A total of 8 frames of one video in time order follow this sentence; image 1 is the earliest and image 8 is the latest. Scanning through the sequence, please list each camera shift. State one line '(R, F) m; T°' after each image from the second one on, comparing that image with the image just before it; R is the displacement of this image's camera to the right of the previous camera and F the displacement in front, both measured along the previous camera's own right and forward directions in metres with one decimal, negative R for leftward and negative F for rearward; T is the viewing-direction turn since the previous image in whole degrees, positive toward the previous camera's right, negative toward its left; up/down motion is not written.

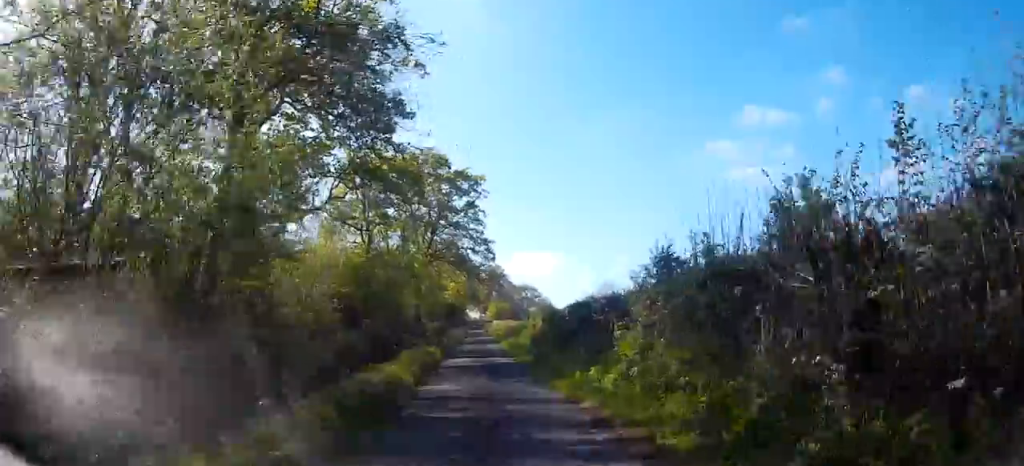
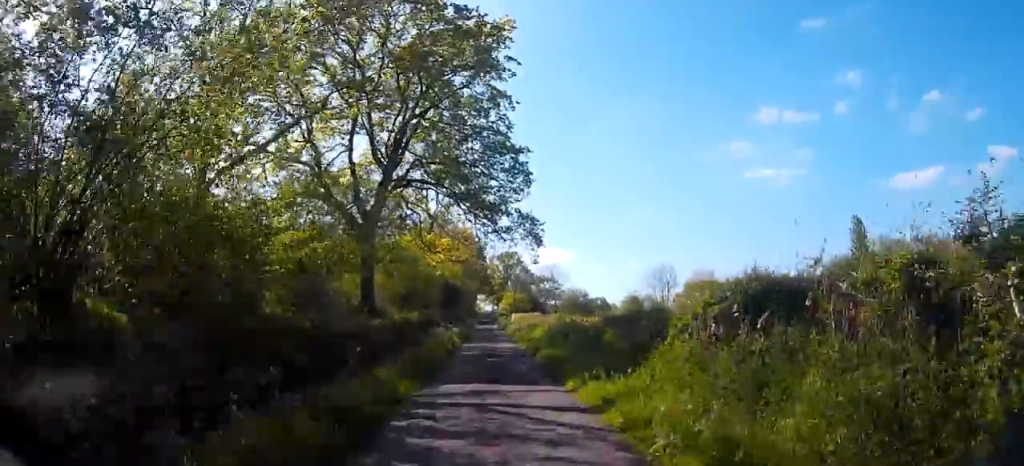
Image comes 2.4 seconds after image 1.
(+0.8, +28.5) m; +3°
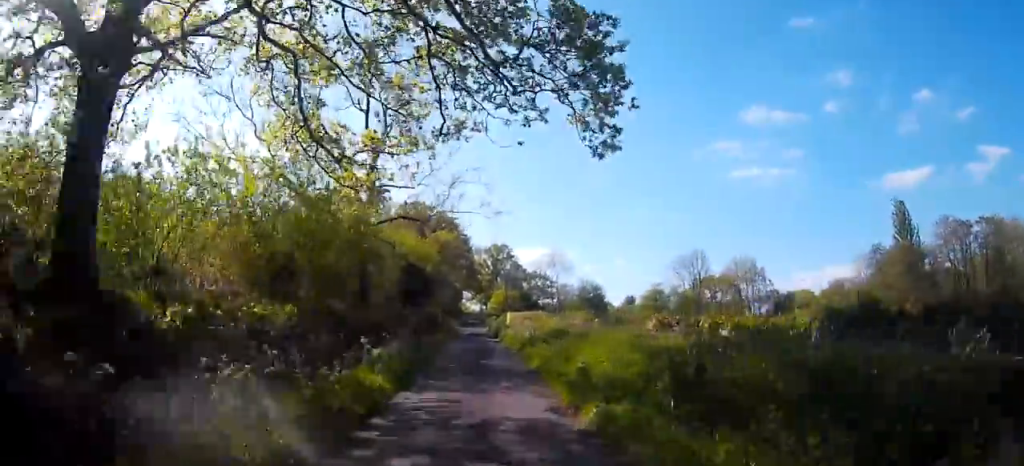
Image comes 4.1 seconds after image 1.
(-0.3, +19.4) m; -3°
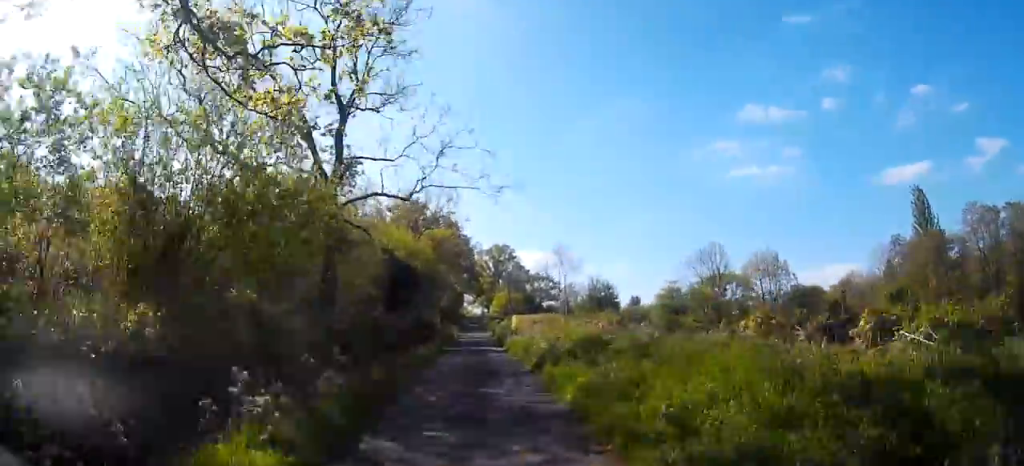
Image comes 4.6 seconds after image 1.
(+0.1, +5.9) m; -1°
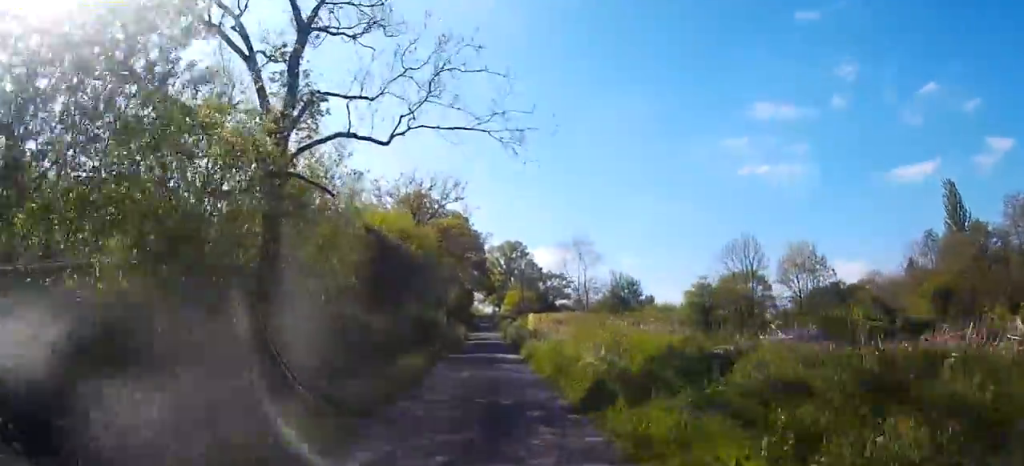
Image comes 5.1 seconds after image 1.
(-0.2, +6.3) m; -1°
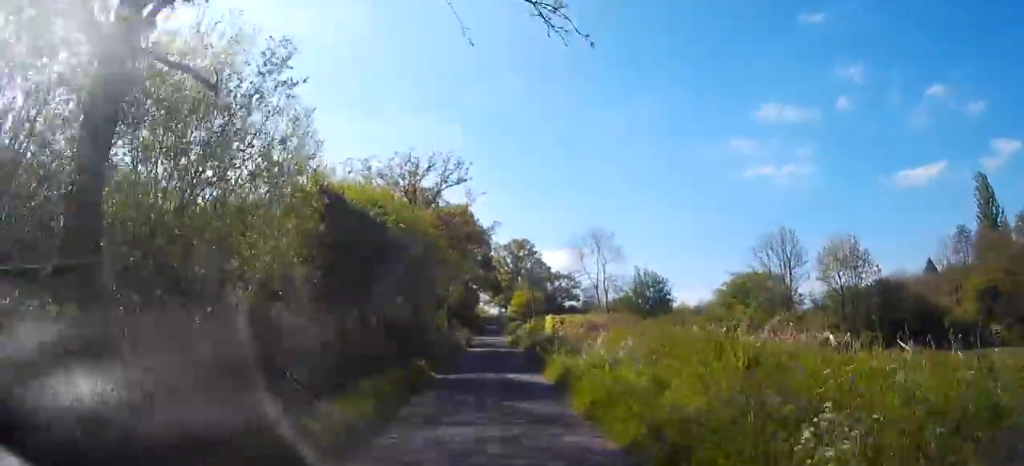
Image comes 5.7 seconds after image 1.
(-0.3, +7.1) m; 0°
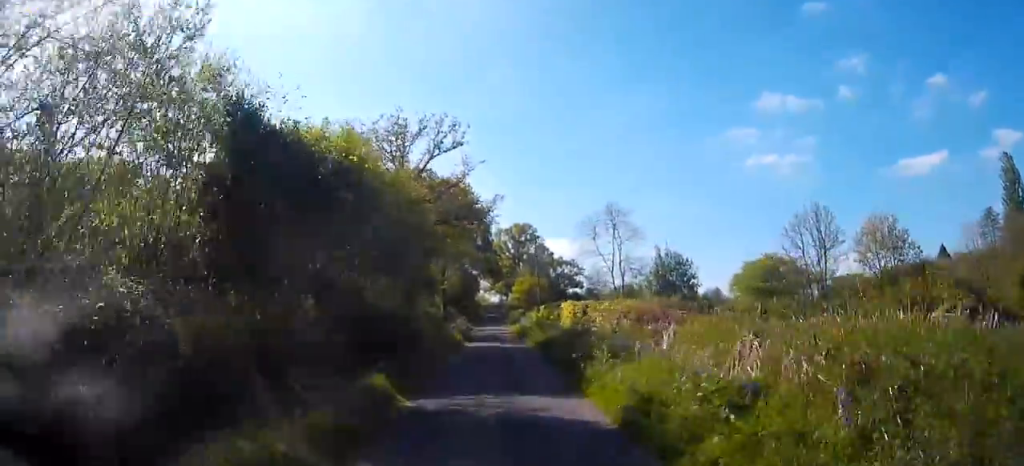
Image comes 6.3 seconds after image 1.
(+0.2, +6.3) m; +1°
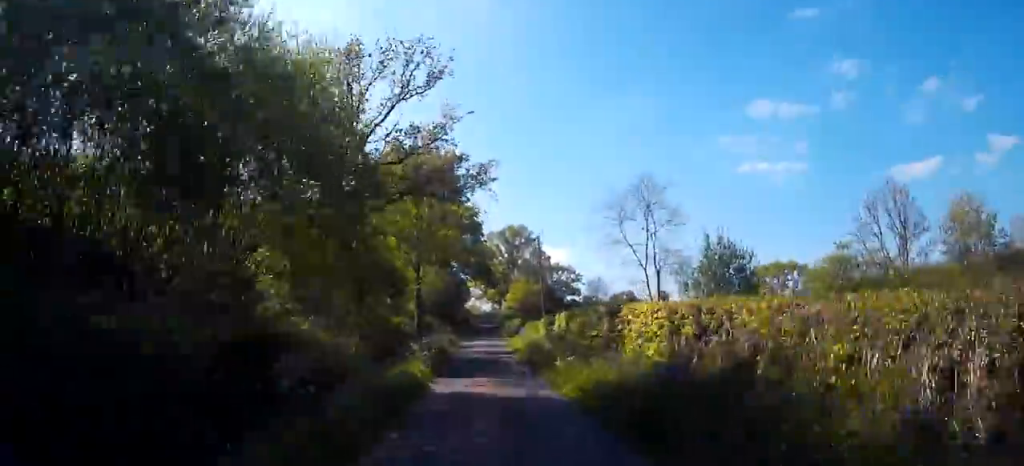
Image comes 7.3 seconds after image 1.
(+0.2, +12.2) m; 0°
